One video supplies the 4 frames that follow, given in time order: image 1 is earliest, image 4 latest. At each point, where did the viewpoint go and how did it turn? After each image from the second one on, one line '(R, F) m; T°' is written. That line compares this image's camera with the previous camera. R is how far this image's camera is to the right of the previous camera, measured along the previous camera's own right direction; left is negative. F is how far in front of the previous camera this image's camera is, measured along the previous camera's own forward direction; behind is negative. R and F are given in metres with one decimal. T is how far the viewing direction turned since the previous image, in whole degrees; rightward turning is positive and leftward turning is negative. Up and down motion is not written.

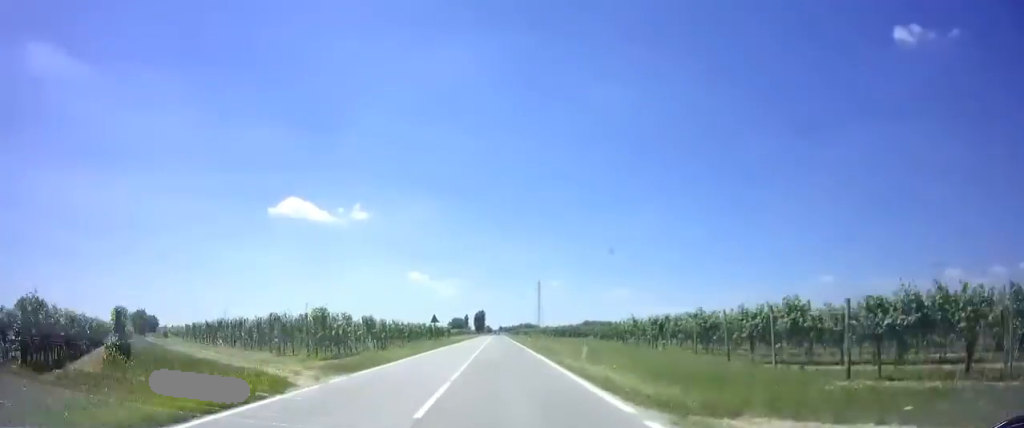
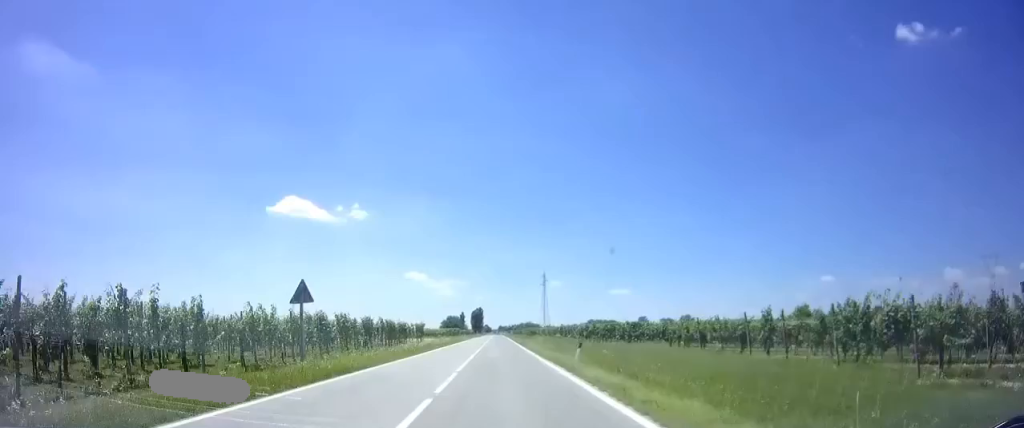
(-0.1, +32.8) m; -1°
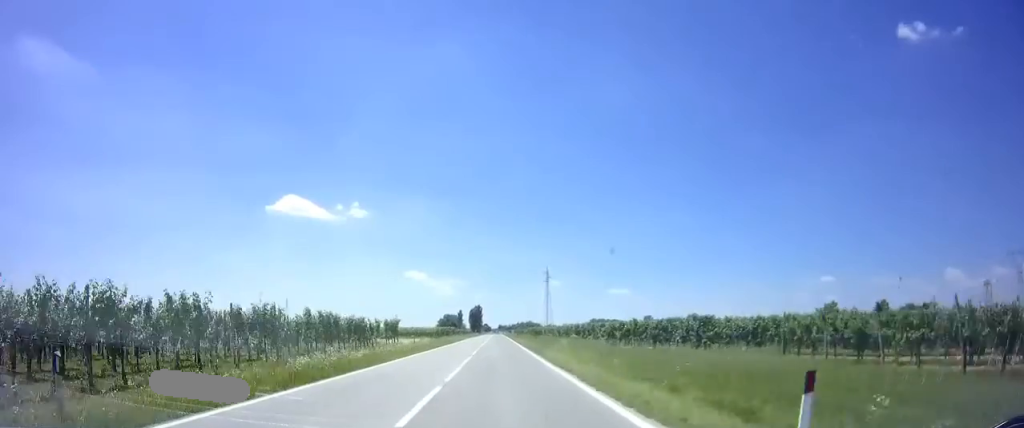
(-0.3, +16.6) m; 0°
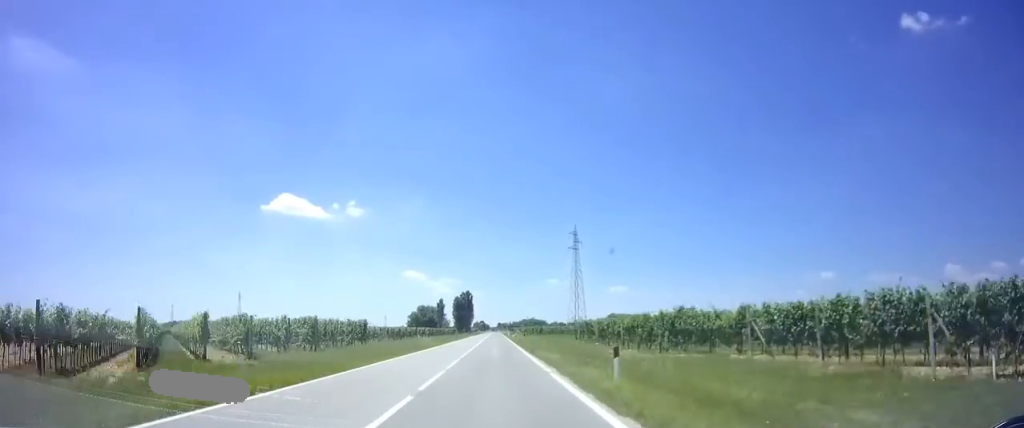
(+0.2, +89.5) m; 0°
